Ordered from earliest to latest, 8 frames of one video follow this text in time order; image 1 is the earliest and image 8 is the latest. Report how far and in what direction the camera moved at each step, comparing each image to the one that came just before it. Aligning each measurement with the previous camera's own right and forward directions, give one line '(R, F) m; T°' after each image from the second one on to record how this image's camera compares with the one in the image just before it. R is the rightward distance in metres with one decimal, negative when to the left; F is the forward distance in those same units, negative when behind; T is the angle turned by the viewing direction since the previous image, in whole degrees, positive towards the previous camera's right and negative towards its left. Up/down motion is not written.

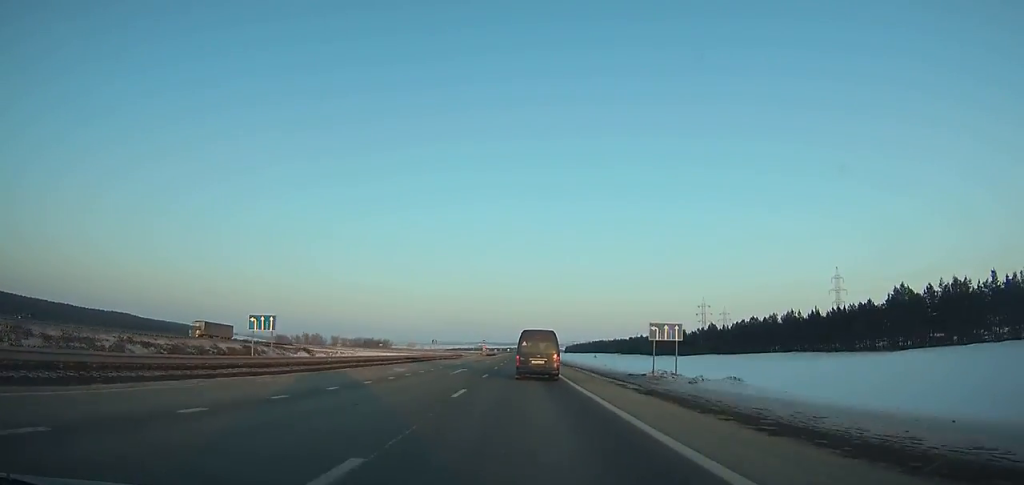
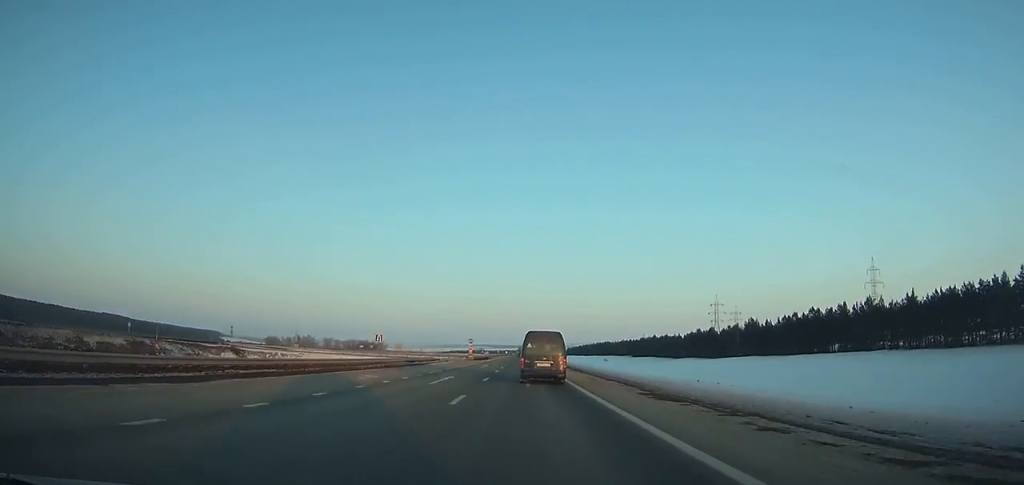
(0.0, +37.4) m; 0°
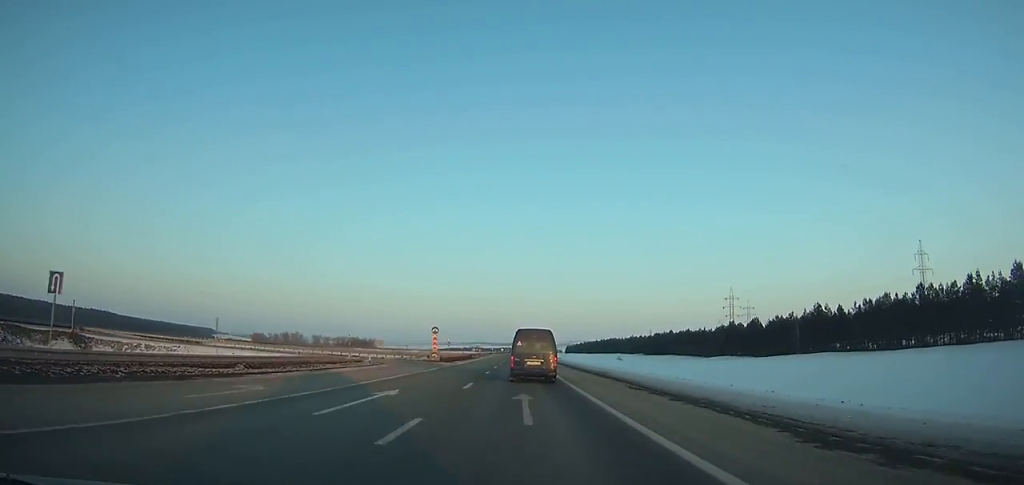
(+0.1, +41.4) m; 0°
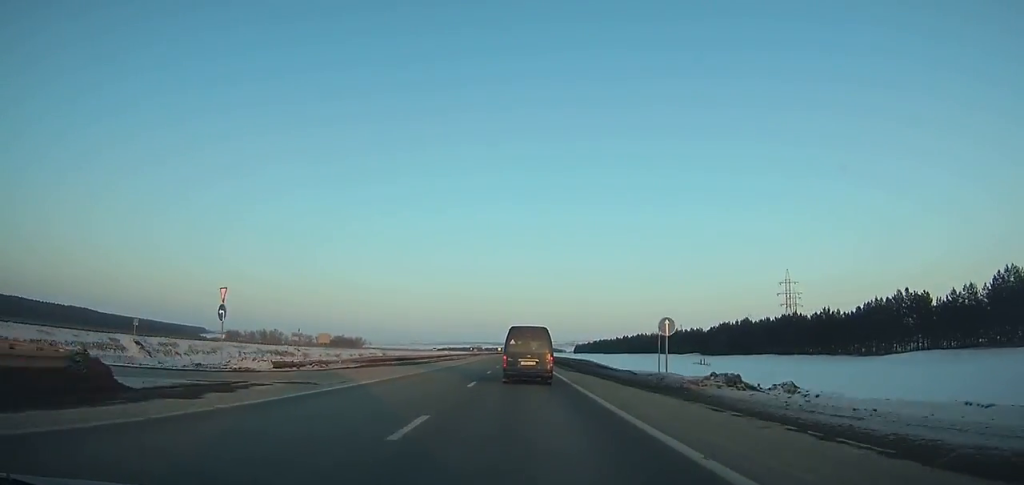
(-0.2, +94.7) m; 0°
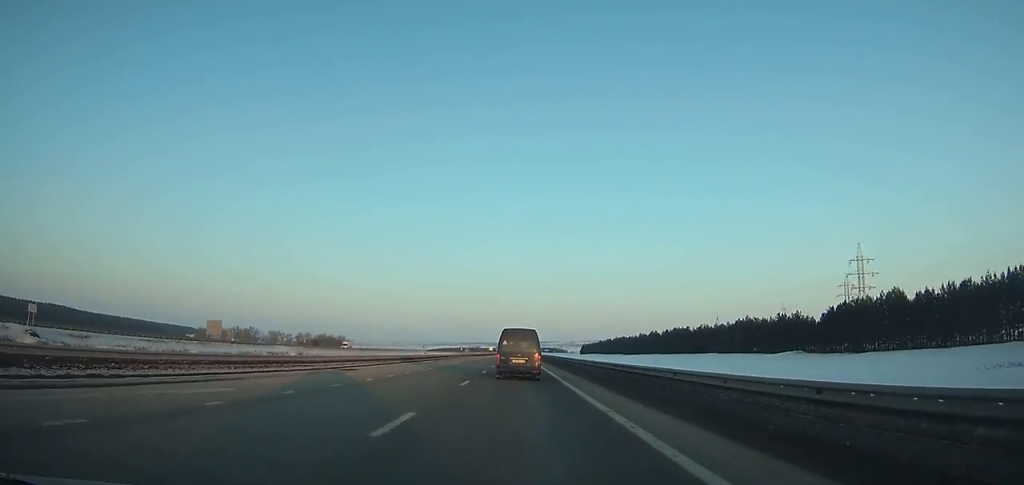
(-0.1, +84.2) m; 0°
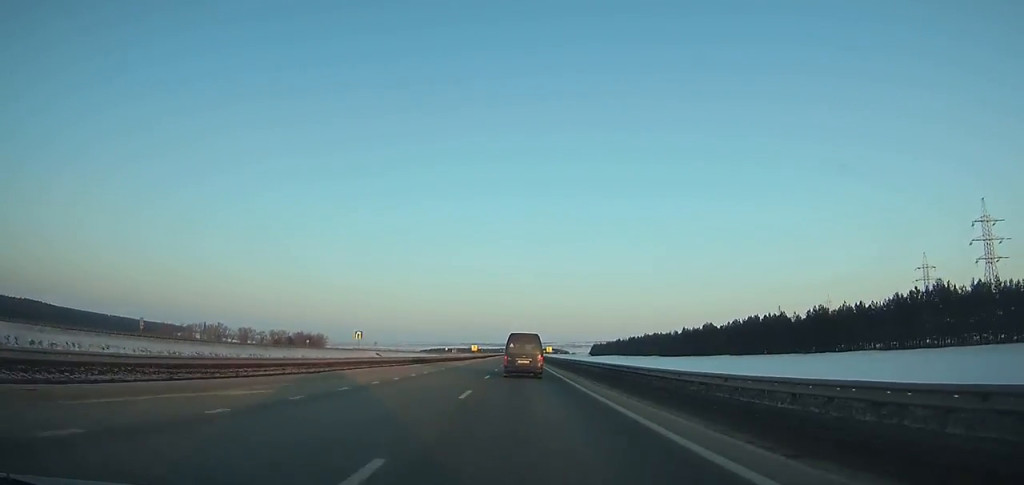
(-0.2, +89.2) m; 0°
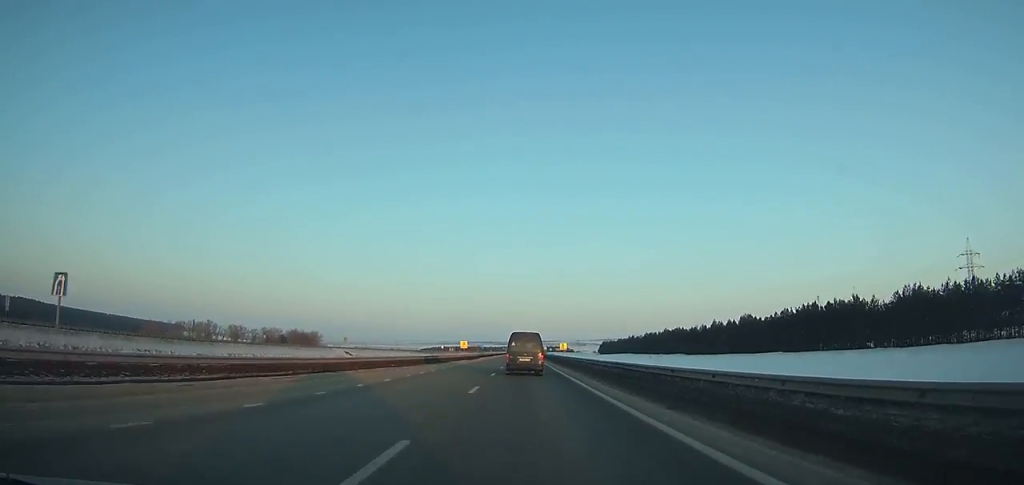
(+0.1, +35.6) m; 0°
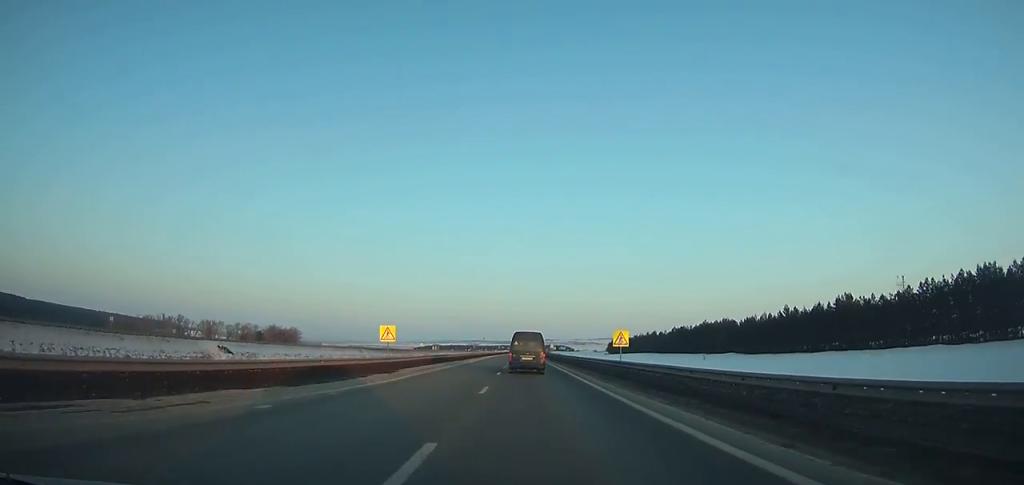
(-0.1, +61.3) m; +1°
